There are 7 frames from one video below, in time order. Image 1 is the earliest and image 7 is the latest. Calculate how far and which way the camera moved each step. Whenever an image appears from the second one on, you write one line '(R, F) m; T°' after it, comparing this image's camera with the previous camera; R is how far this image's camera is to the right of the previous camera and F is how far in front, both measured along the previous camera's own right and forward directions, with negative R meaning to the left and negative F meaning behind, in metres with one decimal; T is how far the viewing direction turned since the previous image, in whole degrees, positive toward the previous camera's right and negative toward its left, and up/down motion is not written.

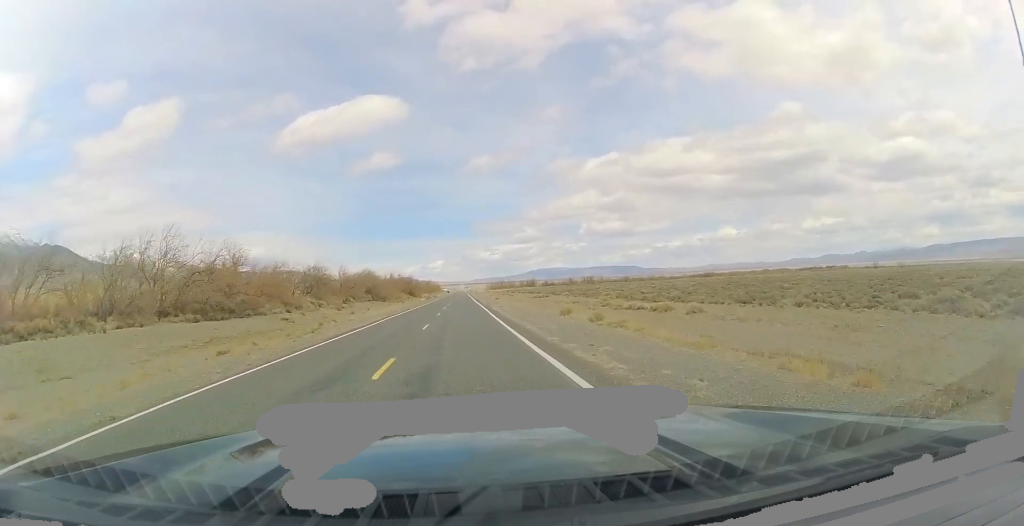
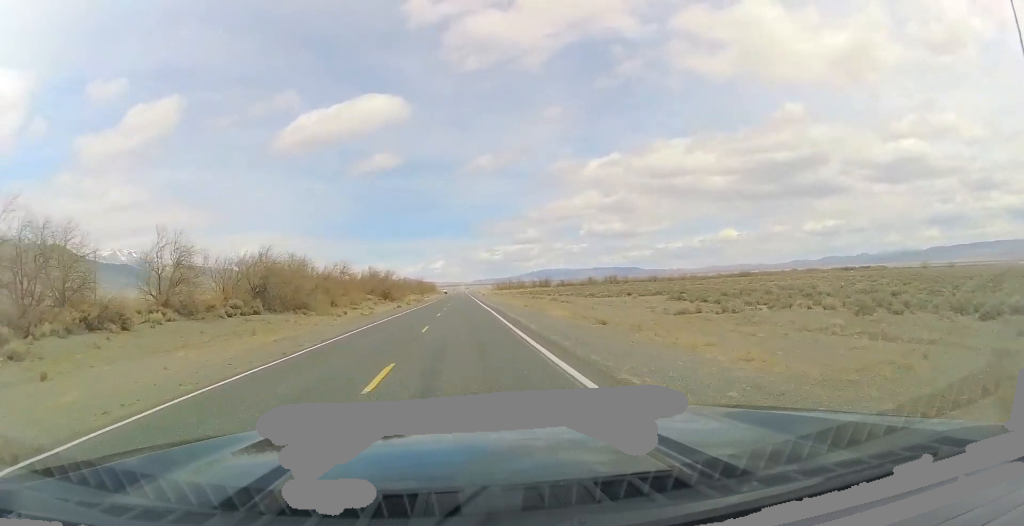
(+0.6, +69.7) m; 0°
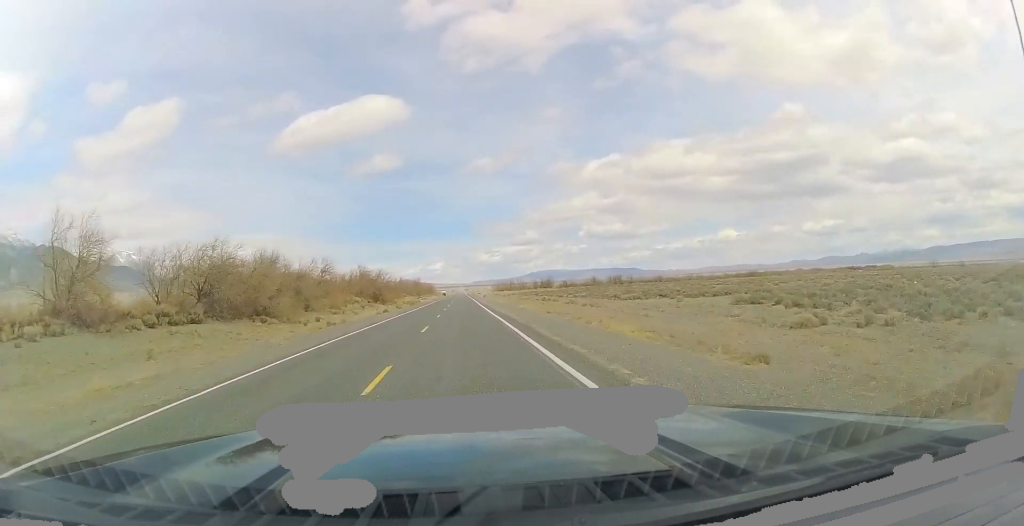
(0.0, +13.5) m; 0°
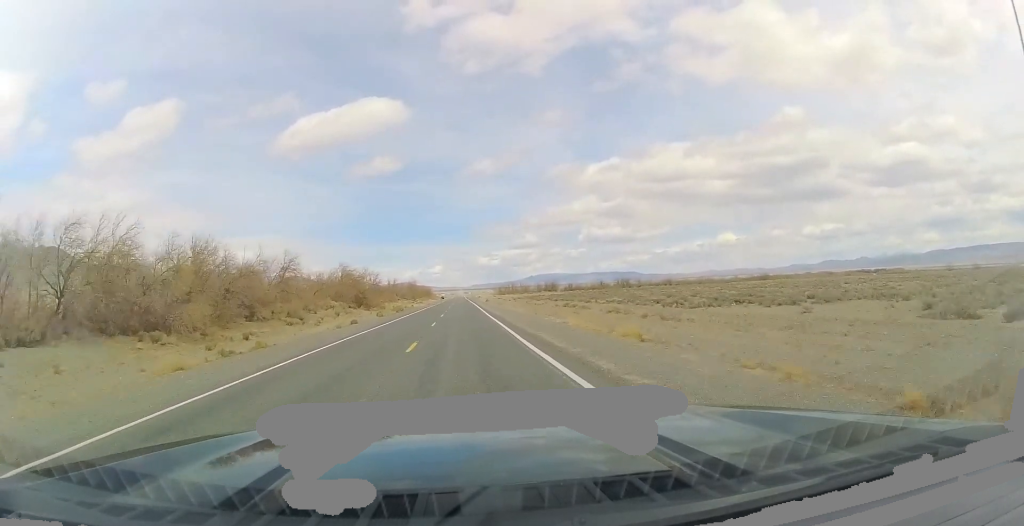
(0.0, +19.7) m; 0°
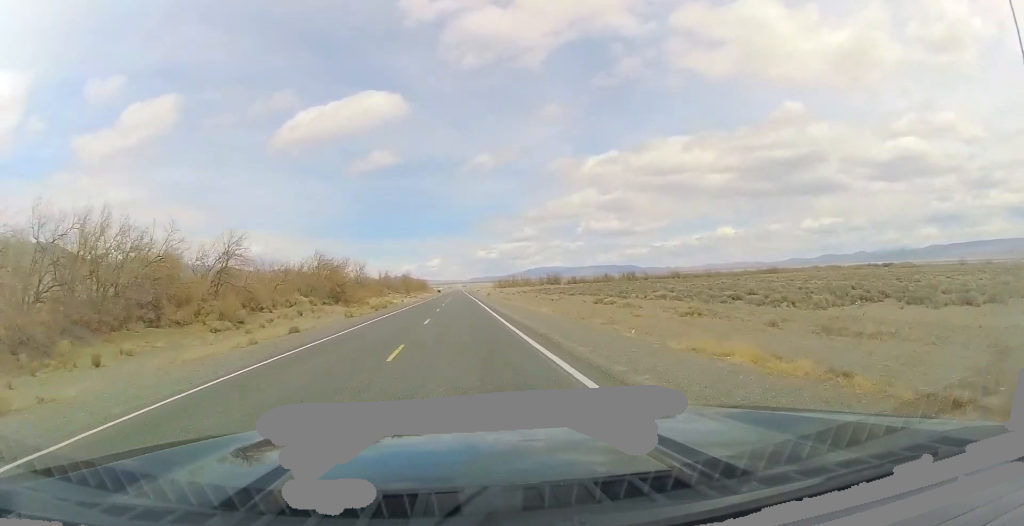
(0.0, +17.6) m; 0°
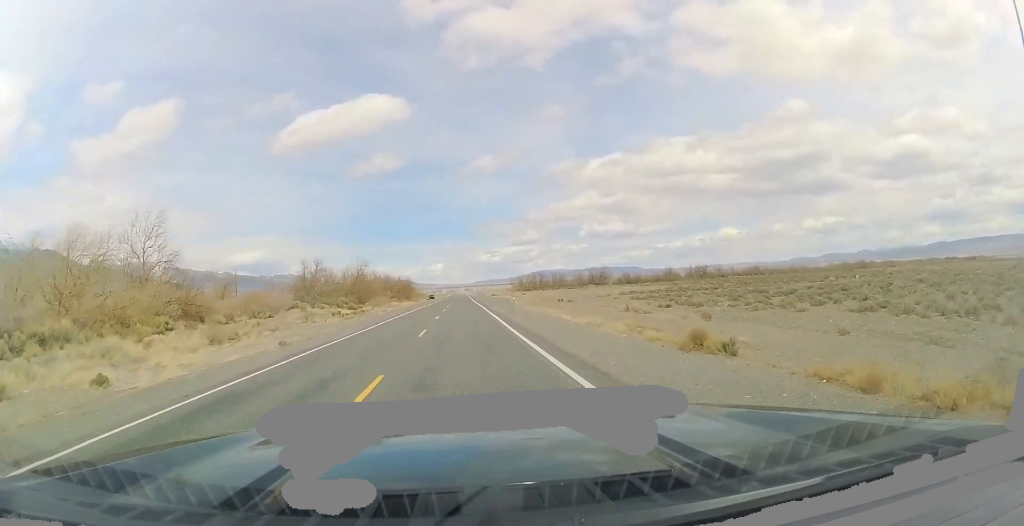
(-0.3, +100.6) m; -1°
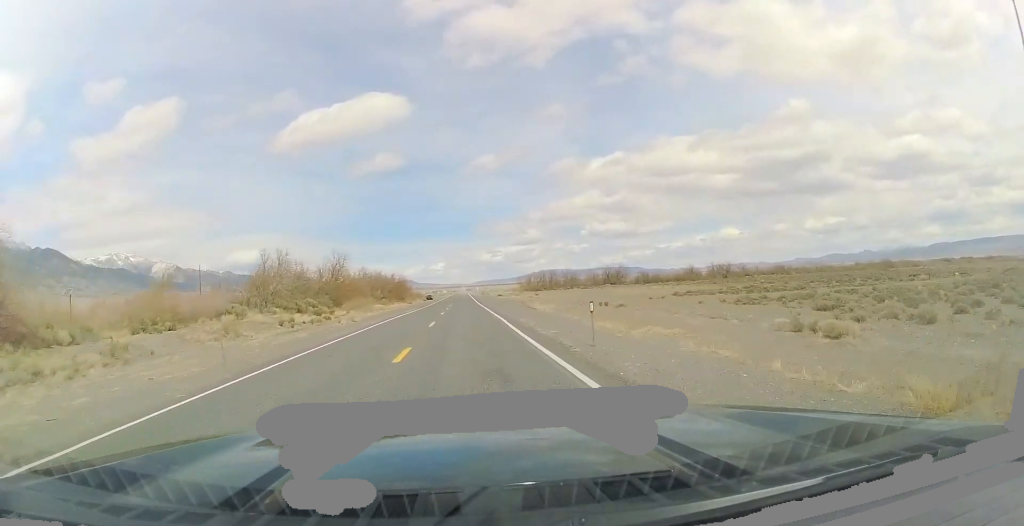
(0.0, +21.8) m; 0°
